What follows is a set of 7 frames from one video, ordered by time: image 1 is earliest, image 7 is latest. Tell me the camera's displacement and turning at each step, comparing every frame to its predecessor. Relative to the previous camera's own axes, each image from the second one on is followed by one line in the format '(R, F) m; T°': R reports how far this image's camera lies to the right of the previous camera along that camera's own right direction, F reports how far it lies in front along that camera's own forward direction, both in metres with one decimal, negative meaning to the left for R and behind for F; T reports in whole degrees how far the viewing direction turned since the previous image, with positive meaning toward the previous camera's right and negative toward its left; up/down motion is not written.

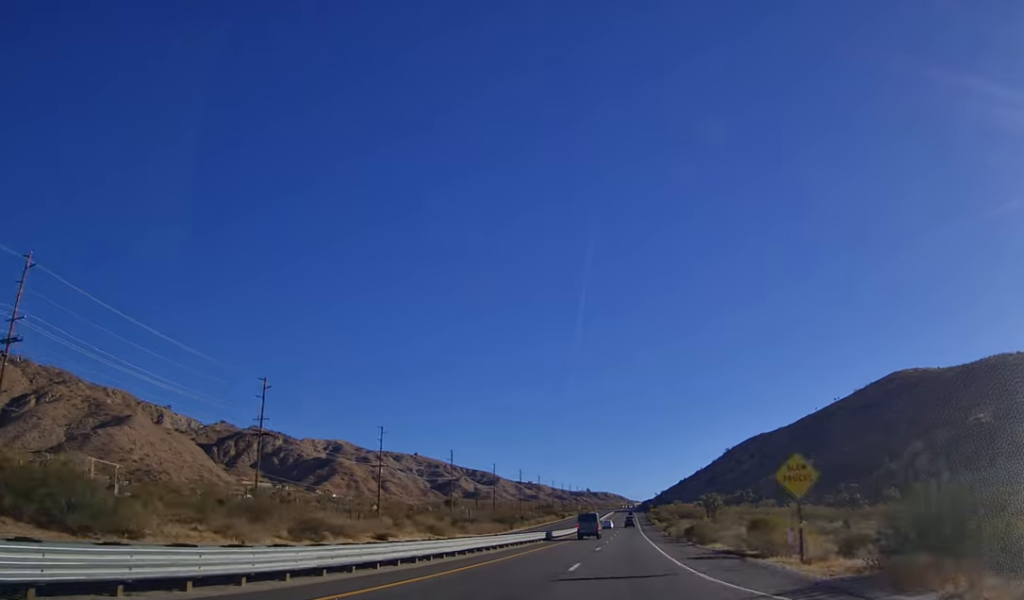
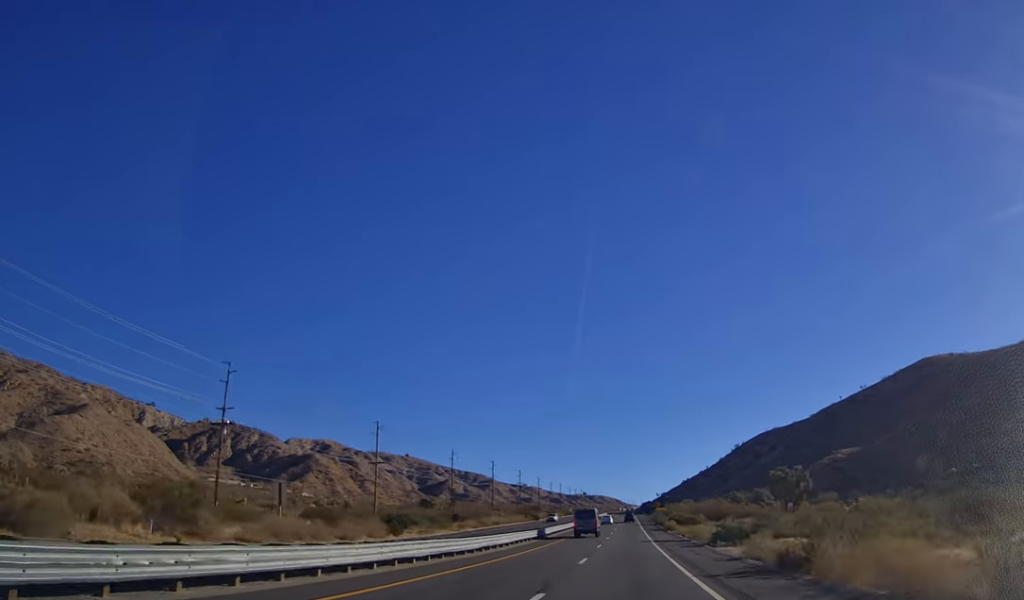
(0.0, +55.5) m; 0°
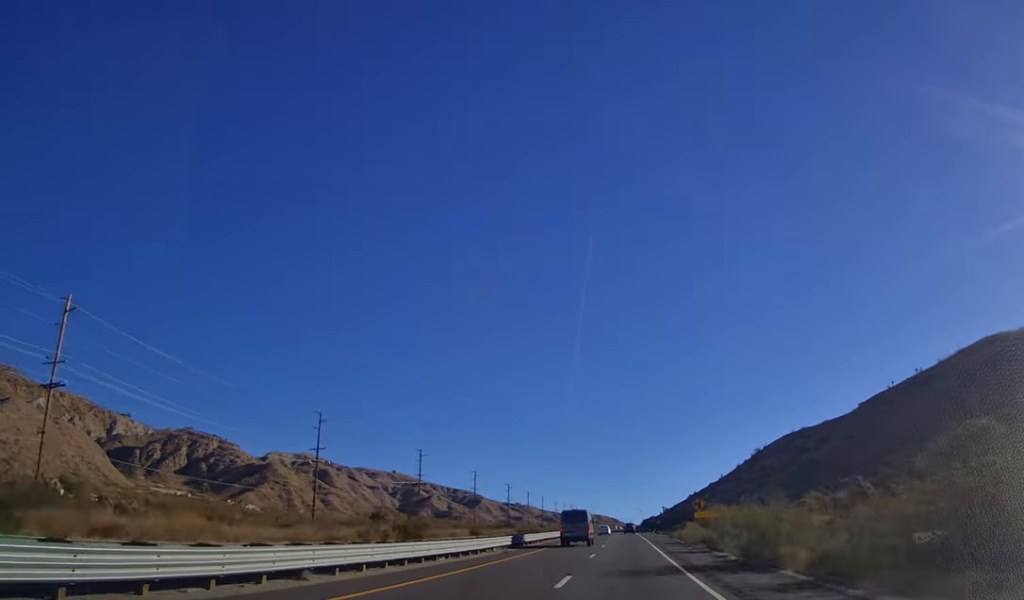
(+0.4, +83.0) m; 0°
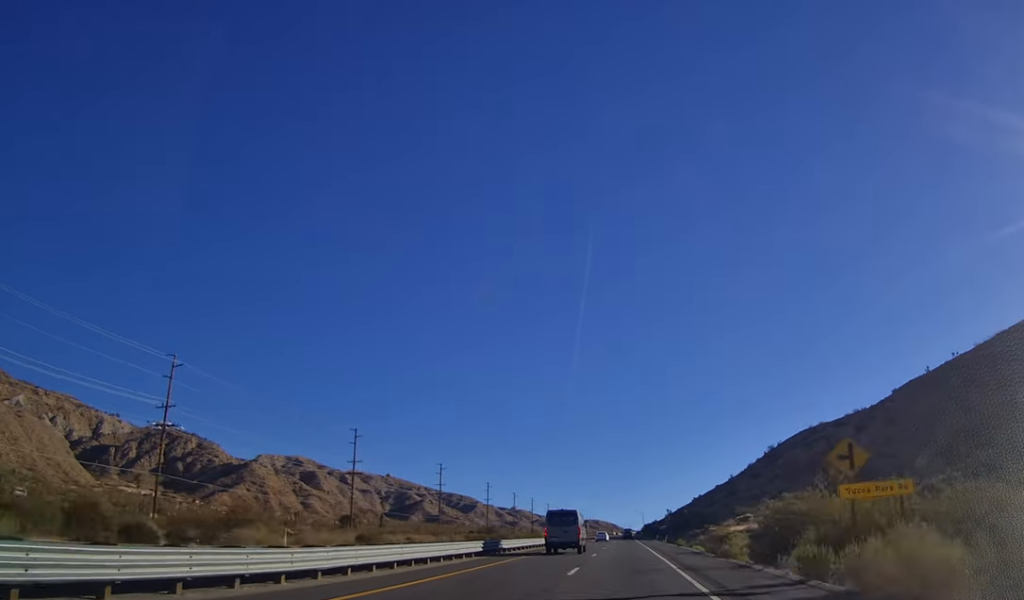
(-0.1, +39.1) m; 0°
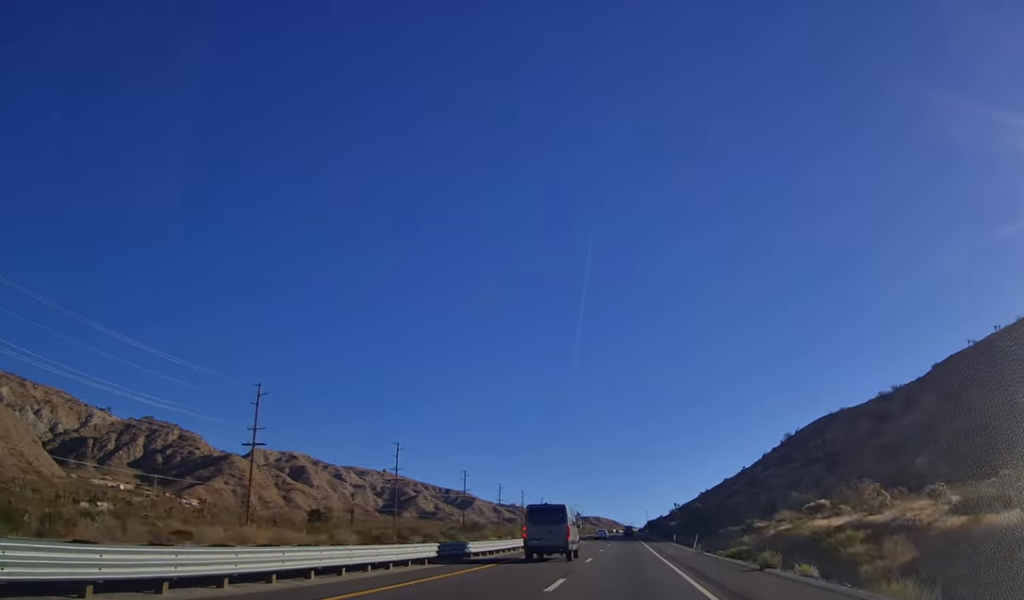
(0.0, +35.0) m; 0°
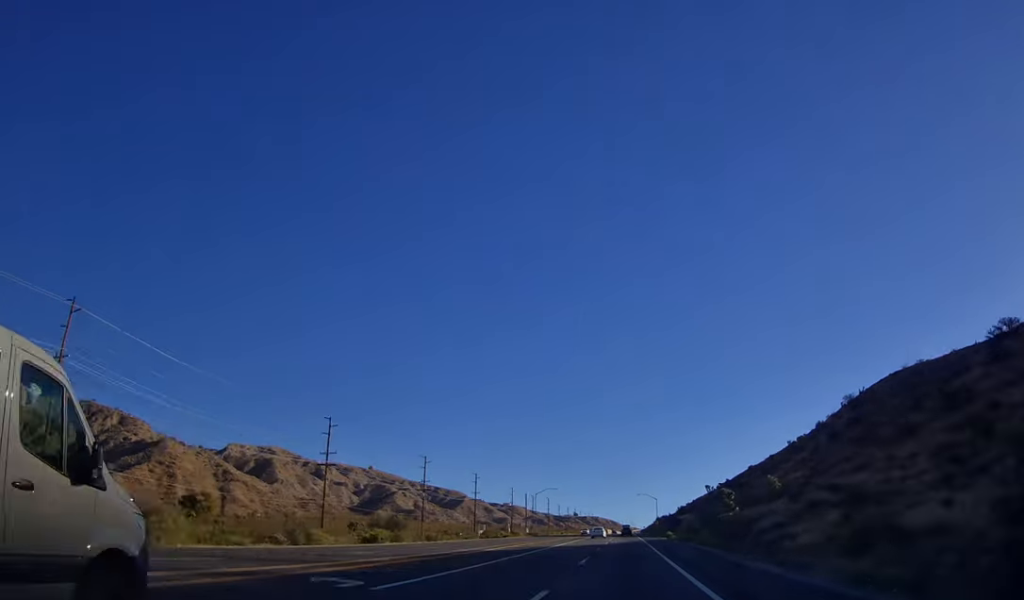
(+0.7, +92.0) m; 0°
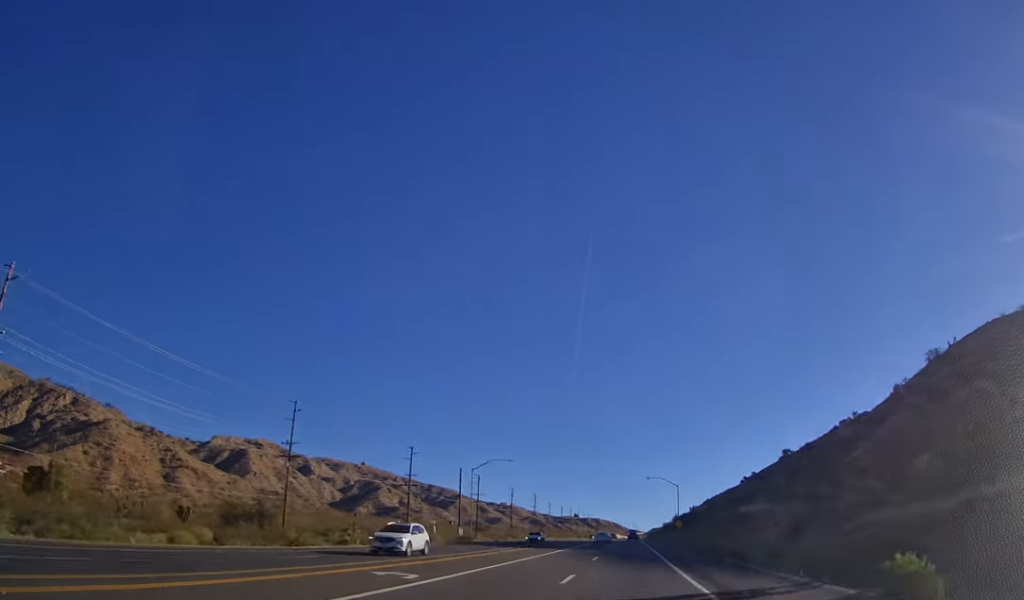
(-0.3, +65.7) m; -1°
